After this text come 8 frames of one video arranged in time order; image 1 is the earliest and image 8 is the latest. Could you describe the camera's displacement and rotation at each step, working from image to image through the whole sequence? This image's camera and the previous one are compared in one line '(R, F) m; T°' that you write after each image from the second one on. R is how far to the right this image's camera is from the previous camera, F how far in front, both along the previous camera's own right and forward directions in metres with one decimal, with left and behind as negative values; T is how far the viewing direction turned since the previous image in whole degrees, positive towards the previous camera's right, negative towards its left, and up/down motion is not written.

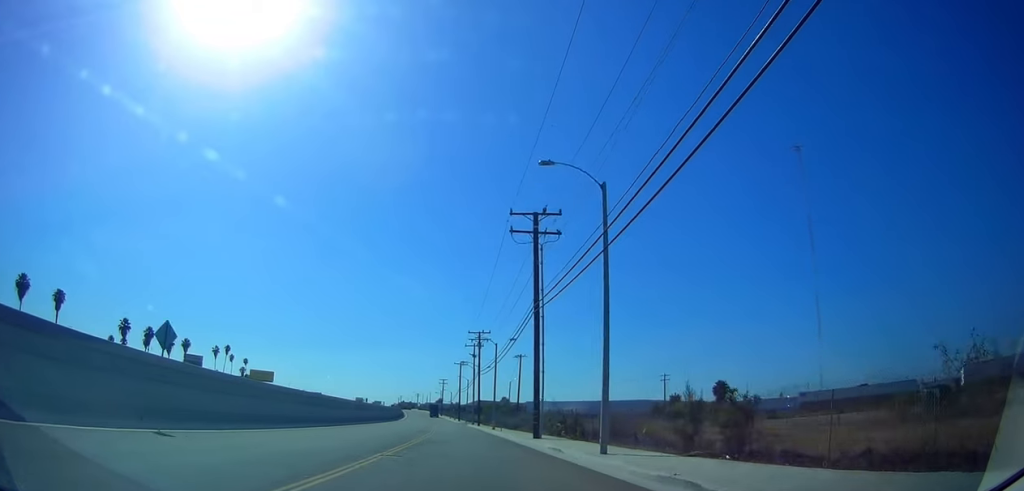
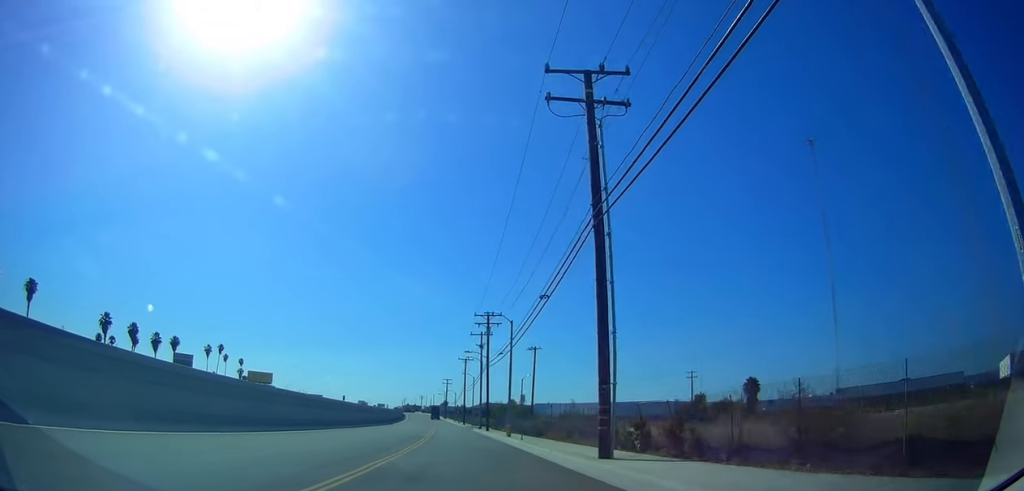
(+0.2, +15.1) m; 0°
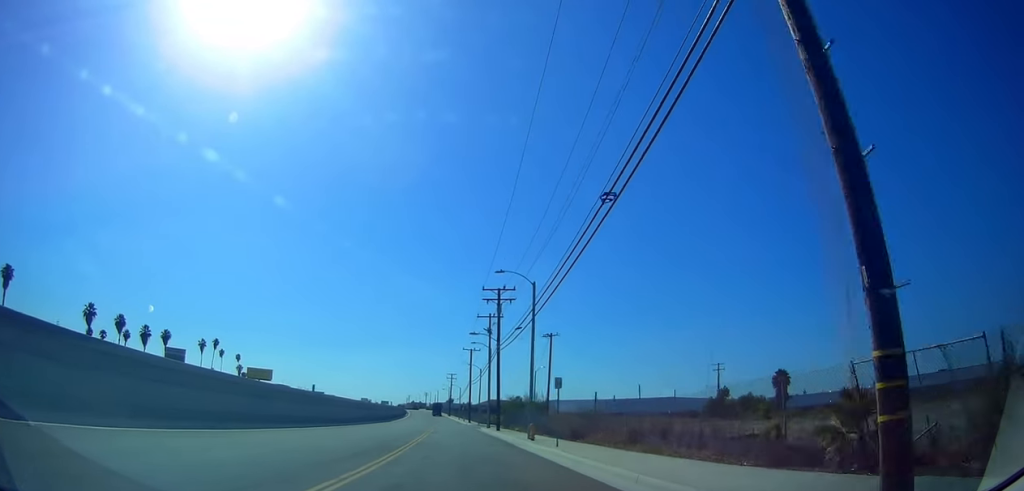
(-0.1, +12.1) m; 0°
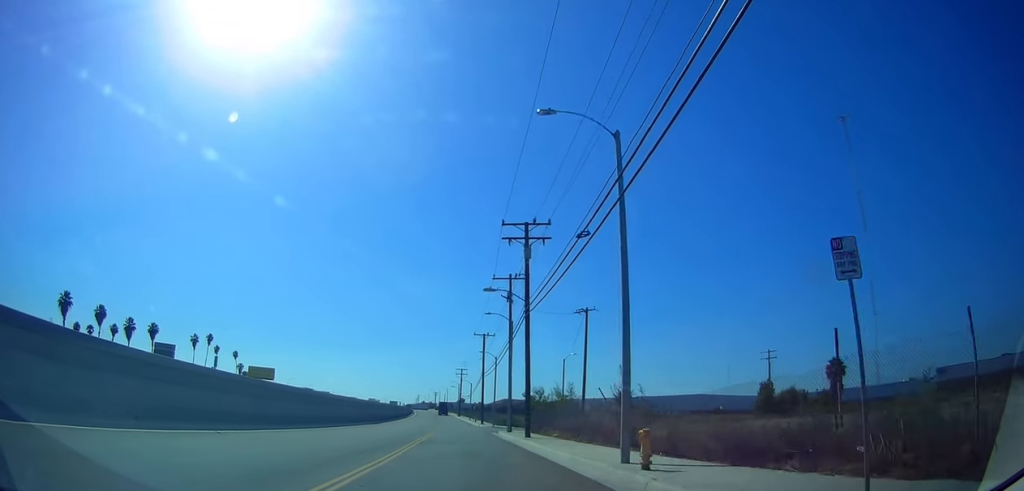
(0.0, +18.0) m; -1°
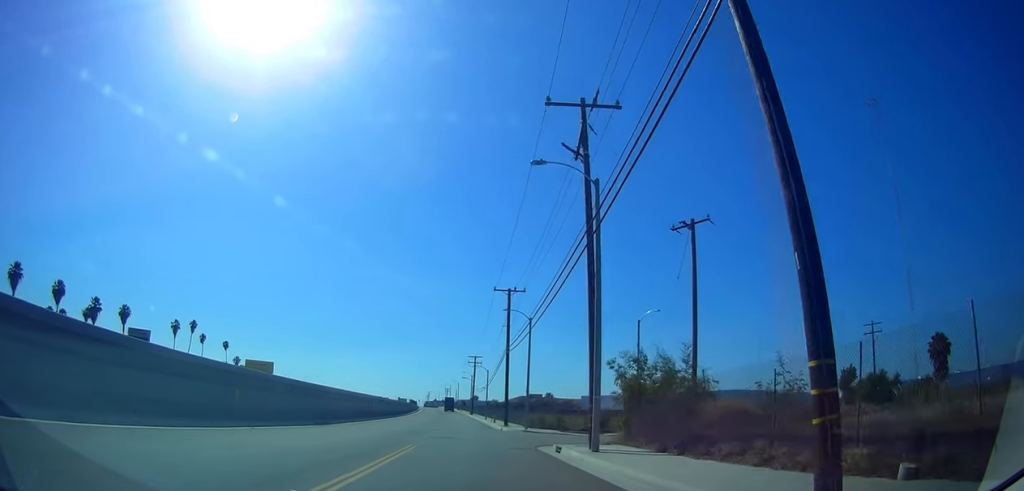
(-1.2, +28.8) m; -3°
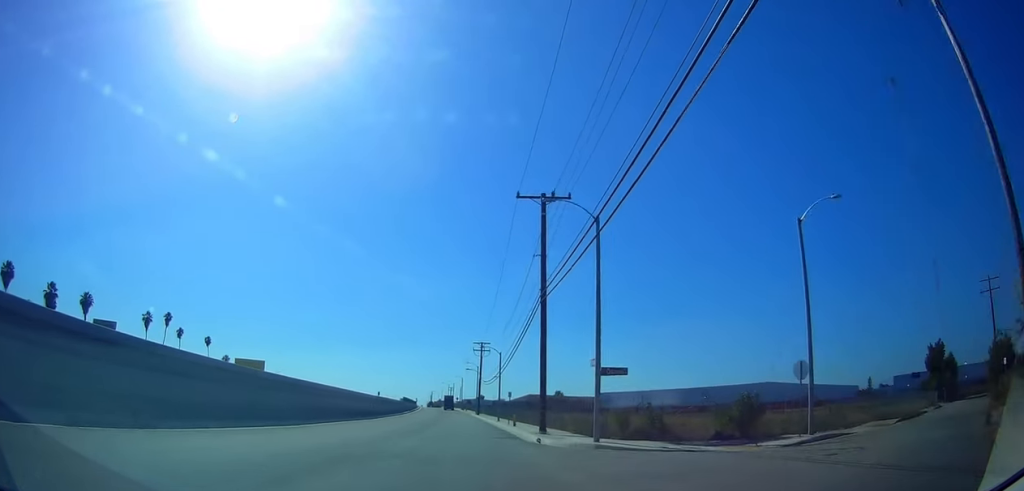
(+0.4, +24.7) m; +1°
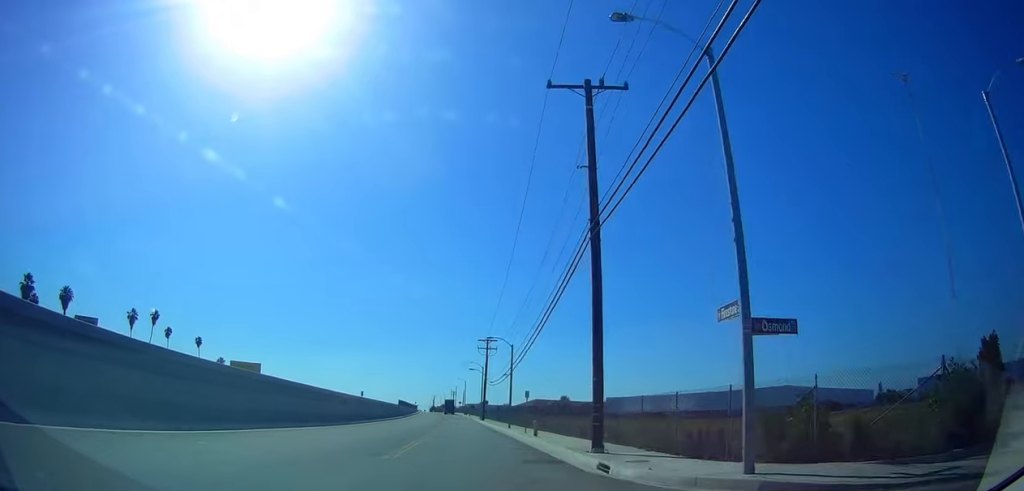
(+0.1, +12.3) m; -1°
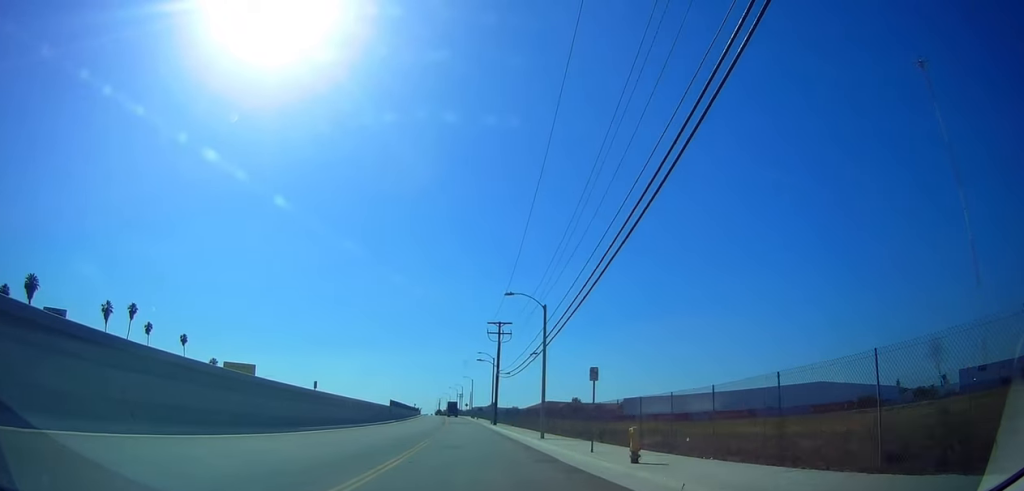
(-0.3, +18.7) m; 0°
